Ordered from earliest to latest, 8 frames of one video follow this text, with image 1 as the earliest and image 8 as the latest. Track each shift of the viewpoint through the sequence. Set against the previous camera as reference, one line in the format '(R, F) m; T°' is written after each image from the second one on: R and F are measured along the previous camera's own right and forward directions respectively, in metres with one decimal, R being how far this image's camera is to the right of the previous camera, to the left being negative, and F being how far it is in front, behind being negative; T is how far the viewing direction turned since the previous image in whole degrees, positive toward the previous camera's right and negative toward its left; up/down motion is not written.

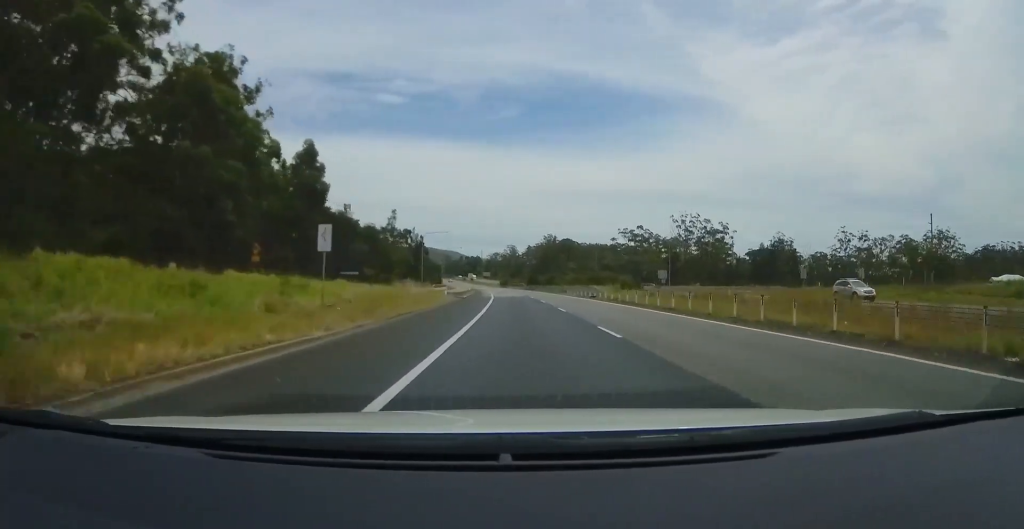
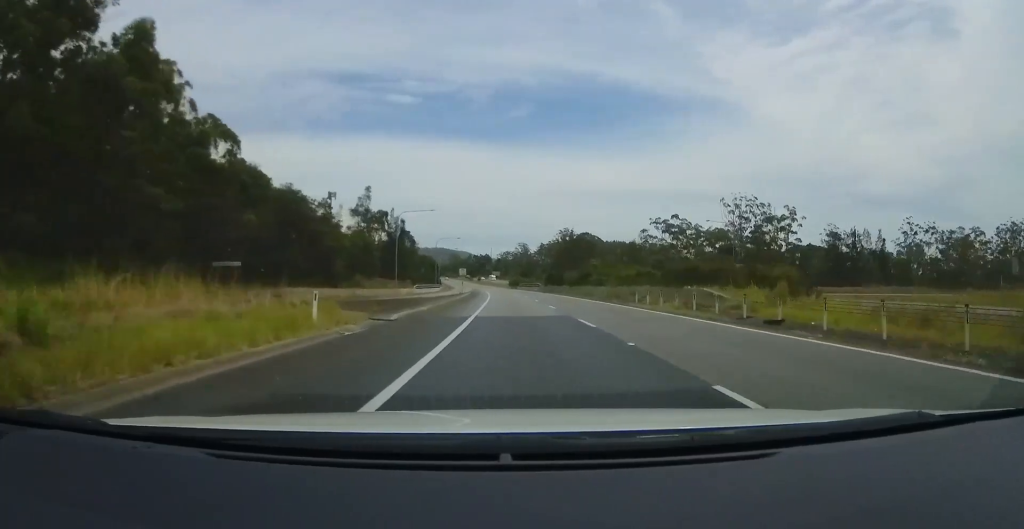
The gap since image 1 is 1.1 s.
(0.0, +33.1) m; -1°
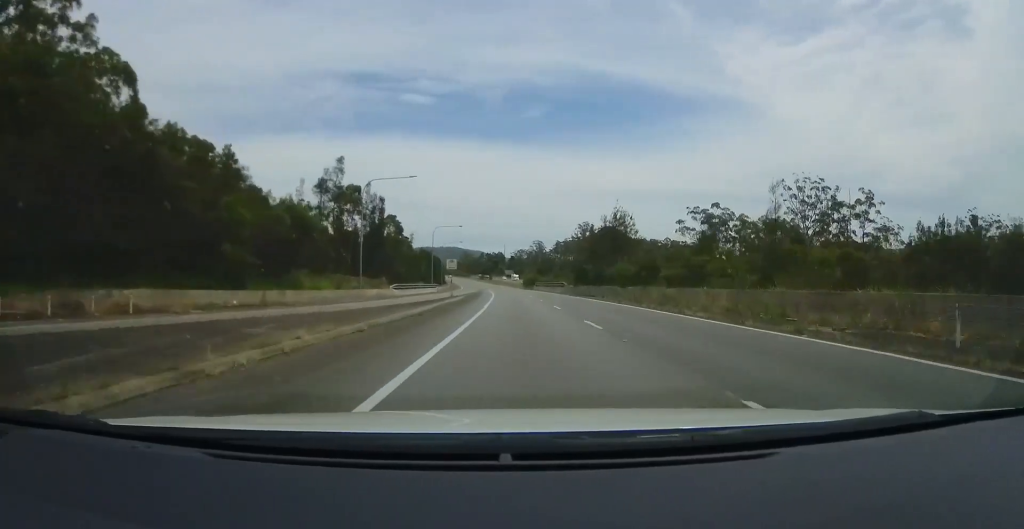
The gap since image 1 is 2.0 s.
(-0.2, +24.8) m; -1°
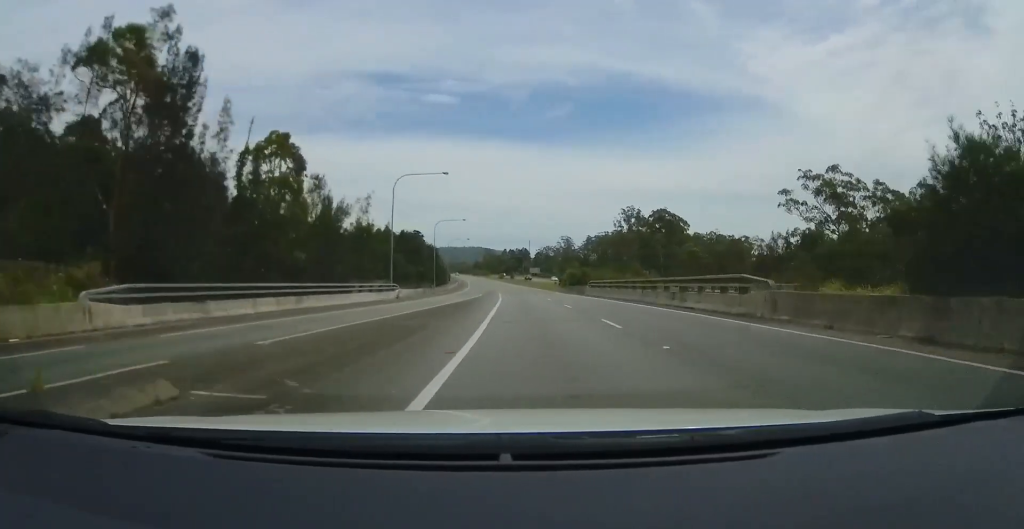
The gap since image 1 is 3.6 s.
(-1.3, +49.5) m; -4°
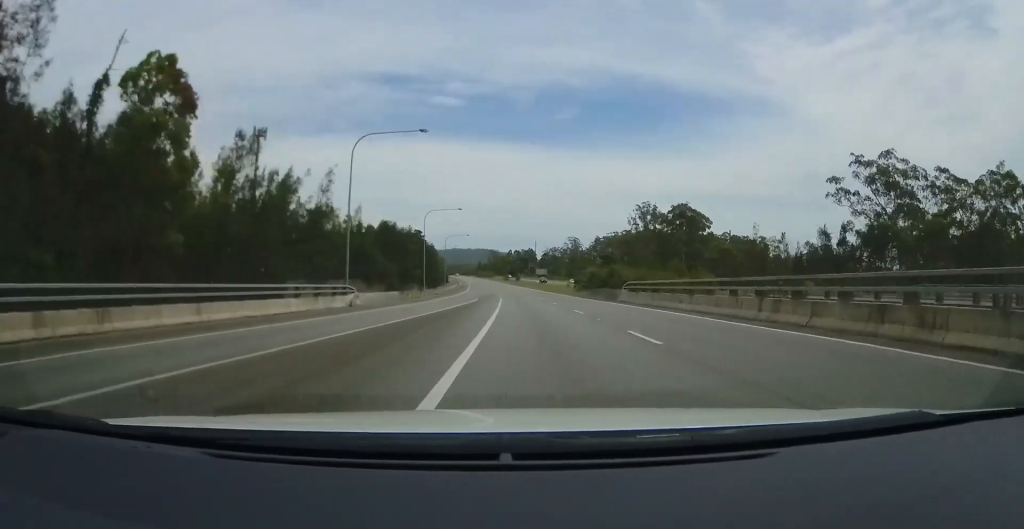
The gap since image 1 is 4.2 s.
(-0.5, +15.4) m; -1°
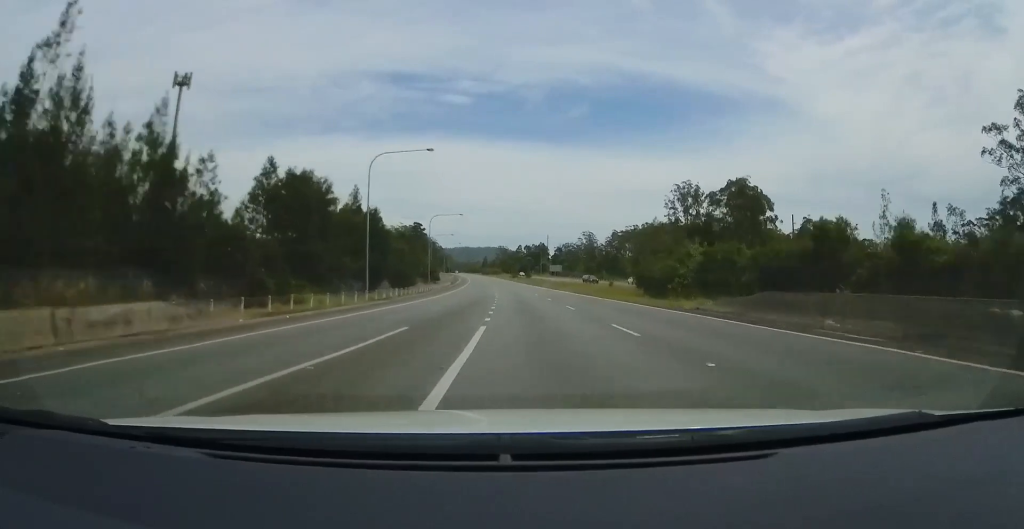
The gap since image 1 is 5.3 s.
(-0.5, +34.4) m; -1°
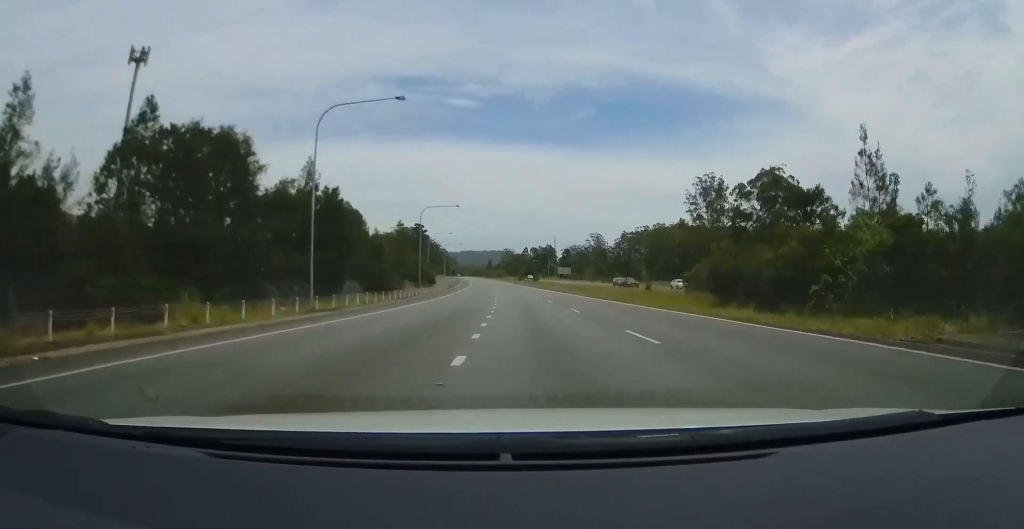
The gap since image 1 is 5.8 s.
(0.0, +14.2) m; 0°
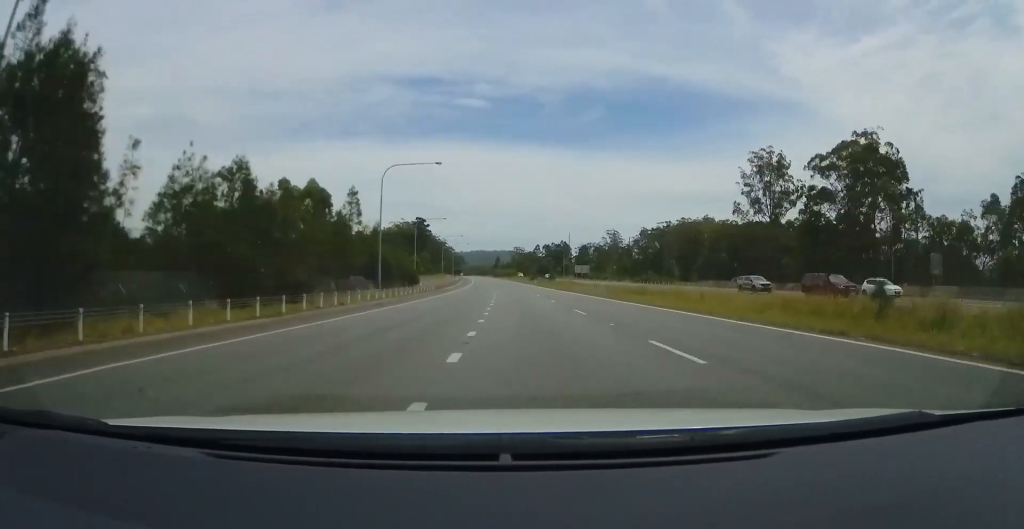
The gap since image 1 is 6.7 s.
(0.0, +27.1) m; -1°
